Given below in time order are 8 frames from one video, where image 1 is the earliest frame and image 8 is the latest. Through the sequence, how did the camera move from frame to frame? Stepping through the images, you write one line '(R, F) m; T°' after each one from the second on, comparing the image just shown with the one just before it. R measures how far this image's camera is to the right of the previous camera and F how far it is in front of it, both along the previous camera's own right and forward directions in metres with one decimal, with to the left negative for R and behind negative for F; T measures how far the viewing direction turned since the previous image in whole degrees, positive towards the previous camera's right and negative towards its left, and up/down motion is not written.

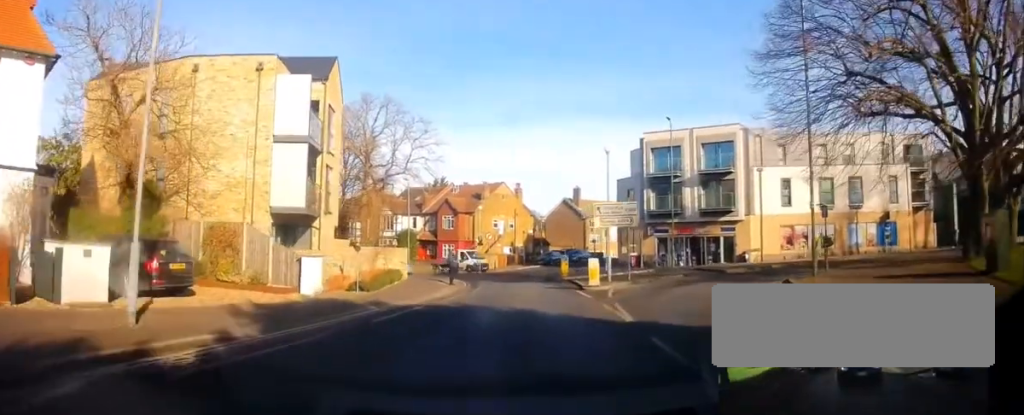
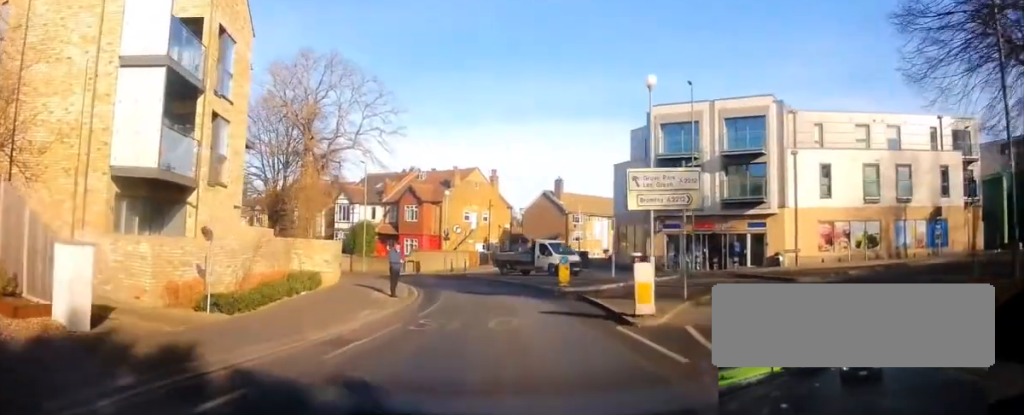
(+0.2, +9.8) m; +2°
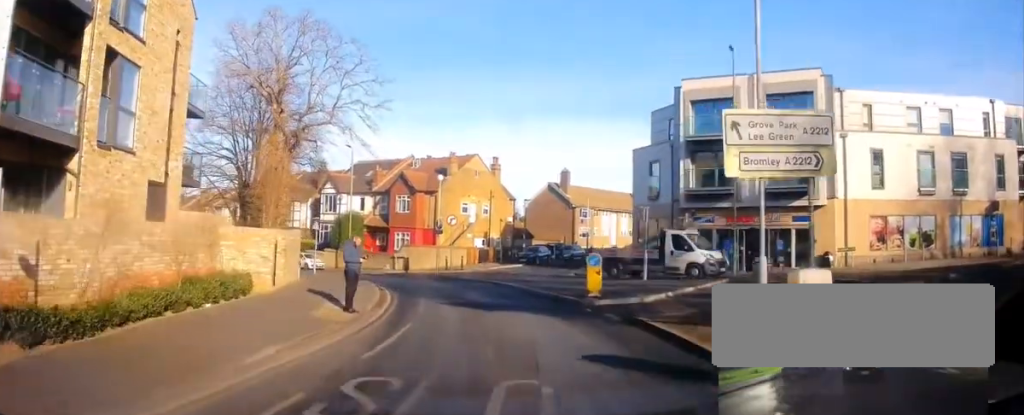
(0.0, +6.0) m; -1°
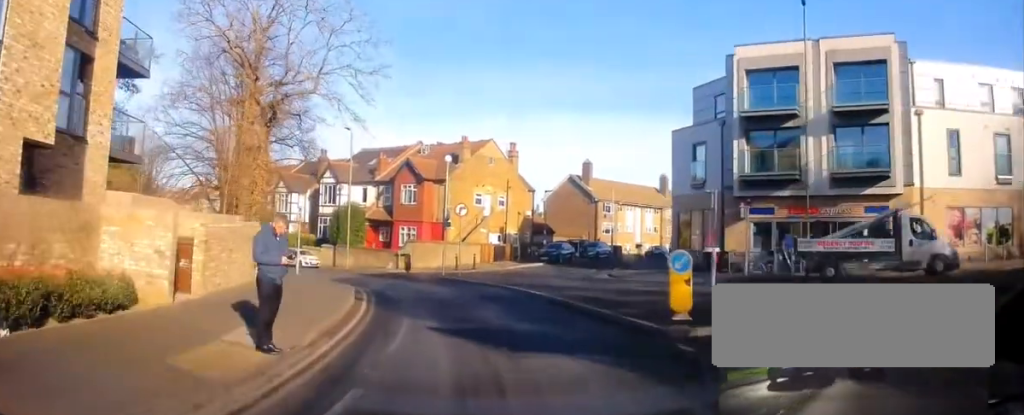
(-0.3, +5.8) m; -2°
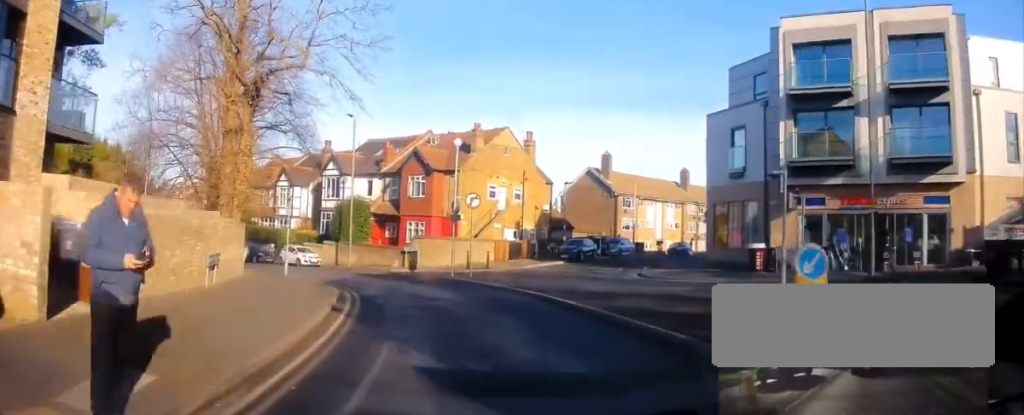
(+0.1, +3.8) m; 0°
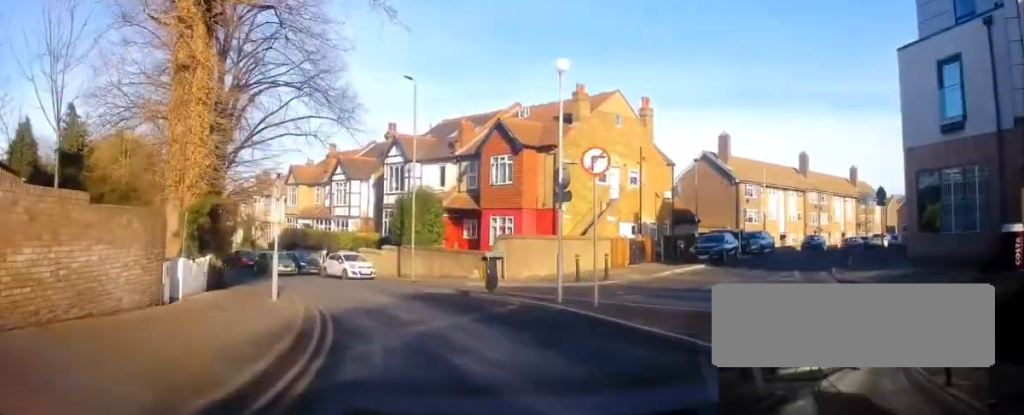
(-0.3, +10.4) m; -5°
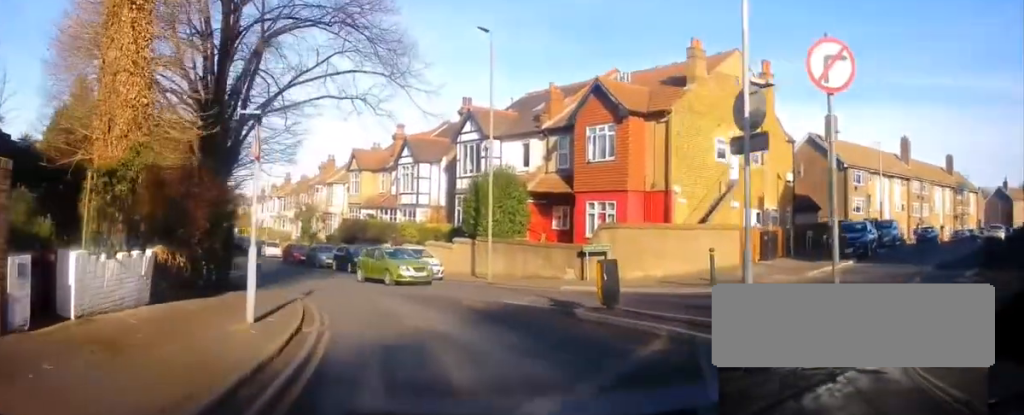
(-0.2, +6.0) m; -4°
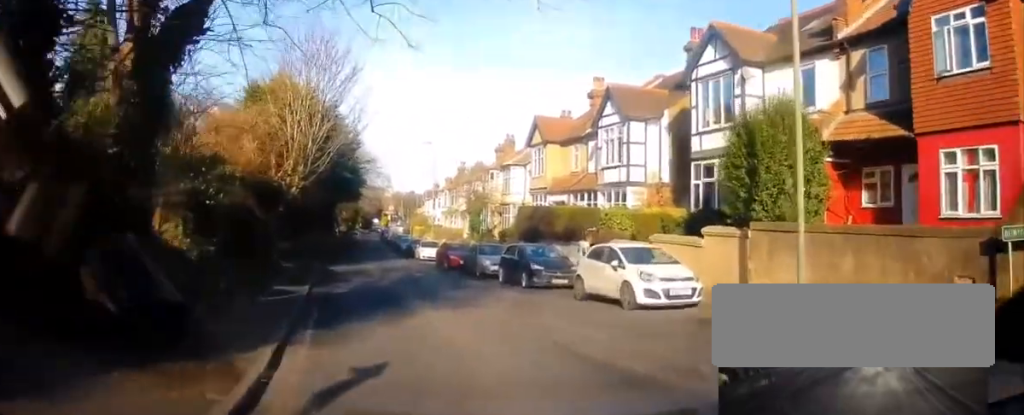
(-1.6, +12.0) m; -18°
